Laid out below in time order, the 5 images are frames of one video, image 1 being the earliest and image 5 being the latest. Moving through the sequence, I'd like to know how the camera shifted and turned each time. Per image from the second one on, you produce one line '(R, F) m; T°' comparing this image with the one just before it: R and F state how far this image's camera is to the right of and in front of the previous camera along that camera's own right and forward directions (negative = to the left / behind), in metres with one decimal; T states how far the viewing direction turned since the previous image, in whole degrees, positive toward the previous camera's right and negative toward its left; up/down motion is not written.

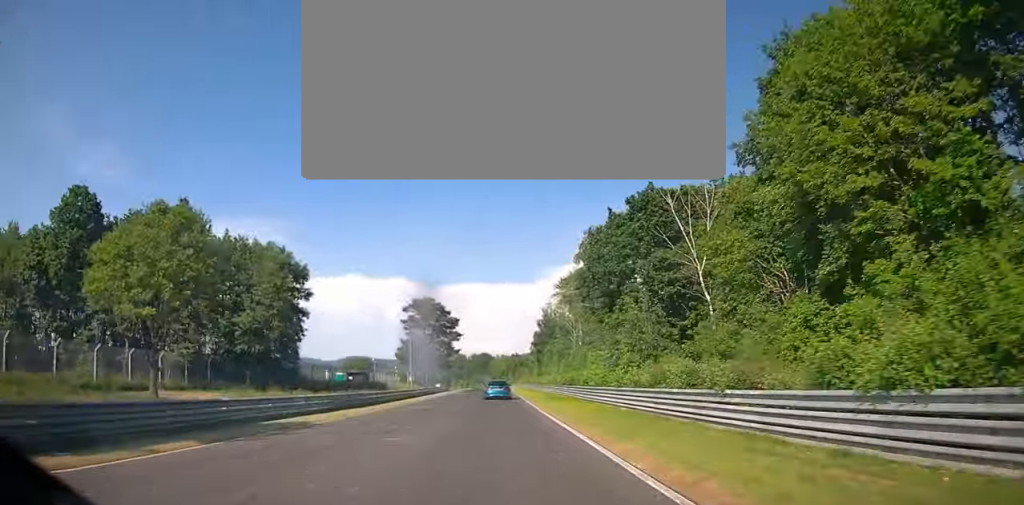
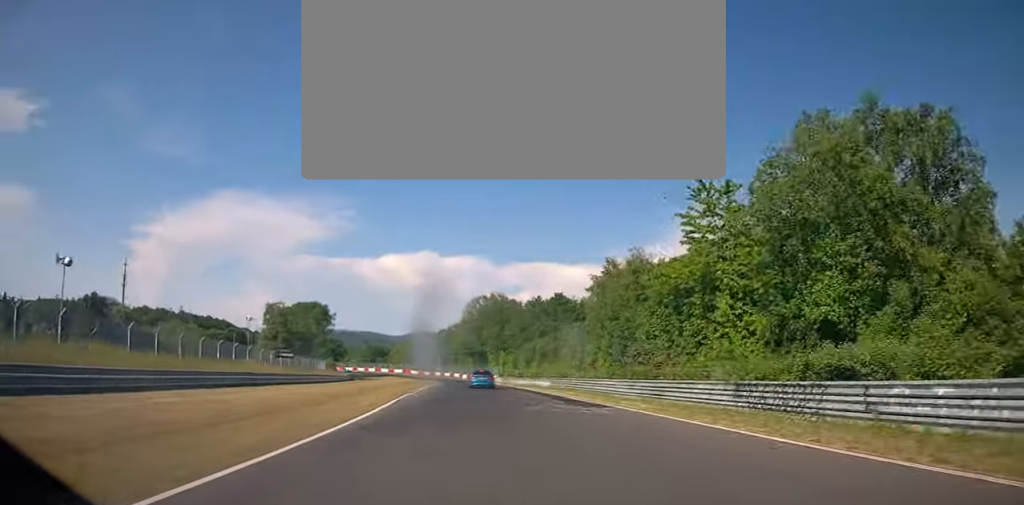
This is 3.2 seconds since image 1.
(-3.3, +158.8) m; -7°
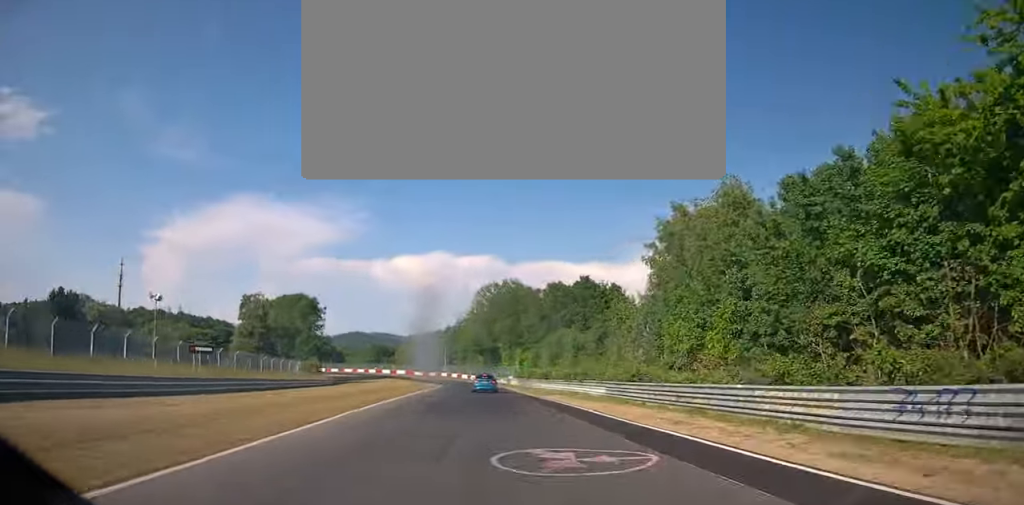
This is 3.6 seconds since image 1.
(-0.7, +19.8) m; -2°
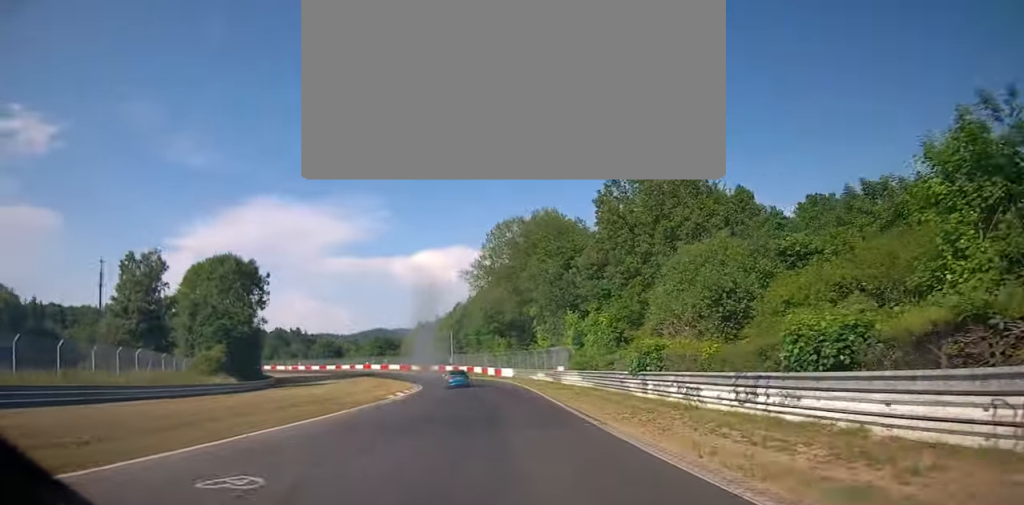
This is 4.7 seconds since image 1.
(-1.7, +46.1) m; -5°
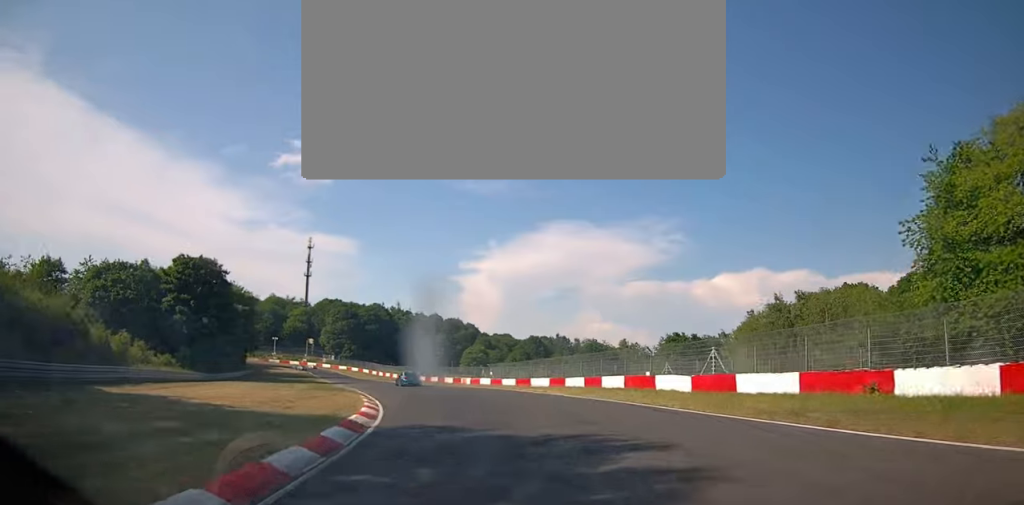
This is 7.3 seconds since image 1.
(-19.4, +98.1) m; -30°
